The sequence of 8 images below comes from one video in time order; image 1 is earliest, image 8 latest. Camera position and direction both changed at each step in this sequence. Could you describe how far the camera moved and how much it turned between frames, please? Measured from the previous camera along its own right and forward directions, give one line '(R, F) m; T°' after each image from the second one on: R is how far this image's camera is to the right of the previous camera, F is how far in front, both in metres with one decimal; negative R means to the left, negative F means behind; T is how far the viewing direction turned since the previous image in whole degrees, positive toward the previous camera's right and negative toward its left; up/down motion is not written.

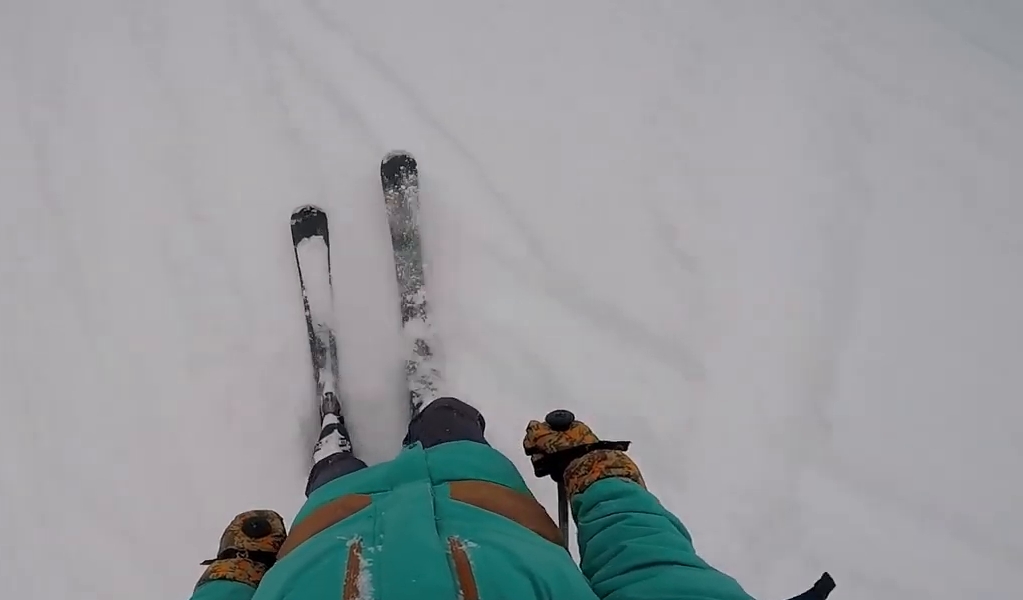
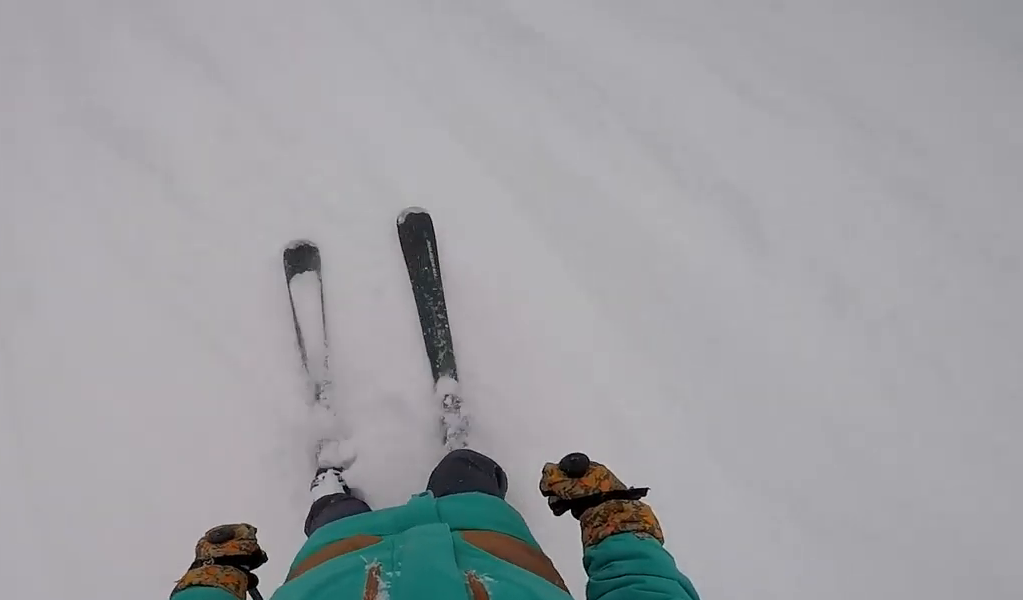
(0.0, +9.8) m; +10°
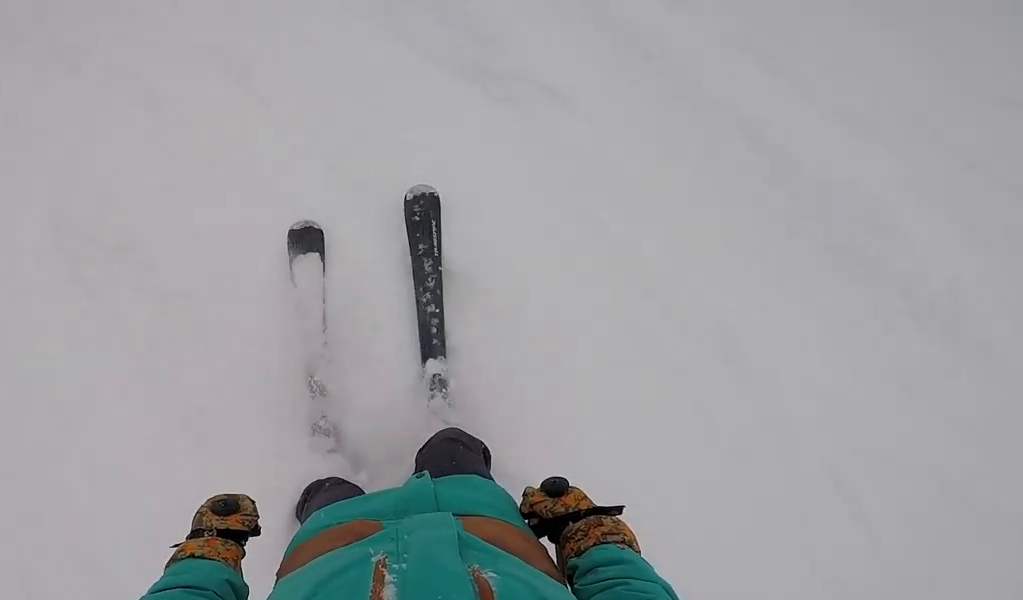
(+1.5, +5.9) m; +1°
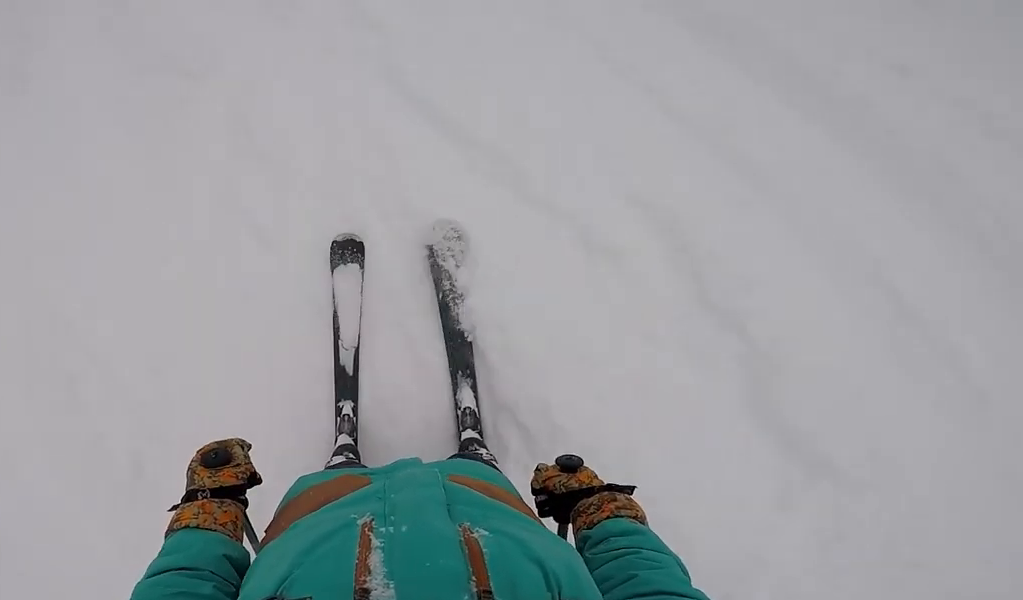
(-1.4, +5.1) m; -16°
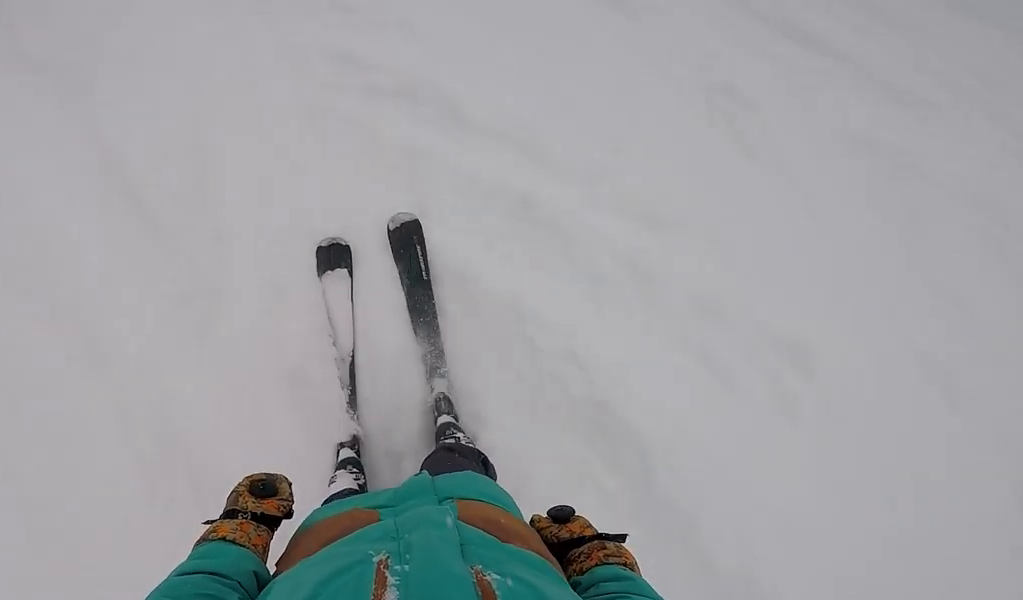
(-0.3, +4.8) m; +4°
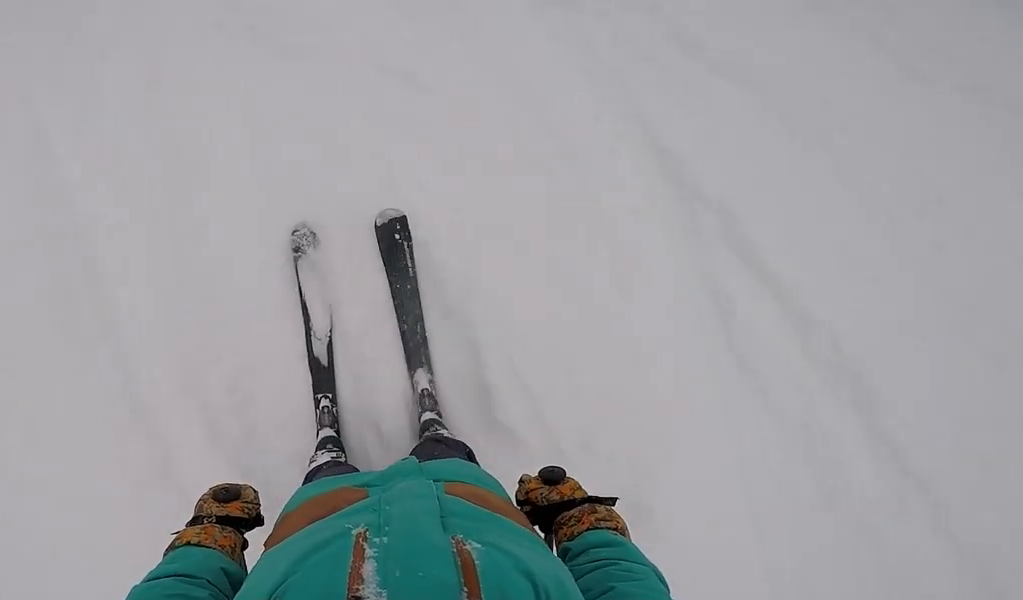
(+0.4, +4.7) m; +8°
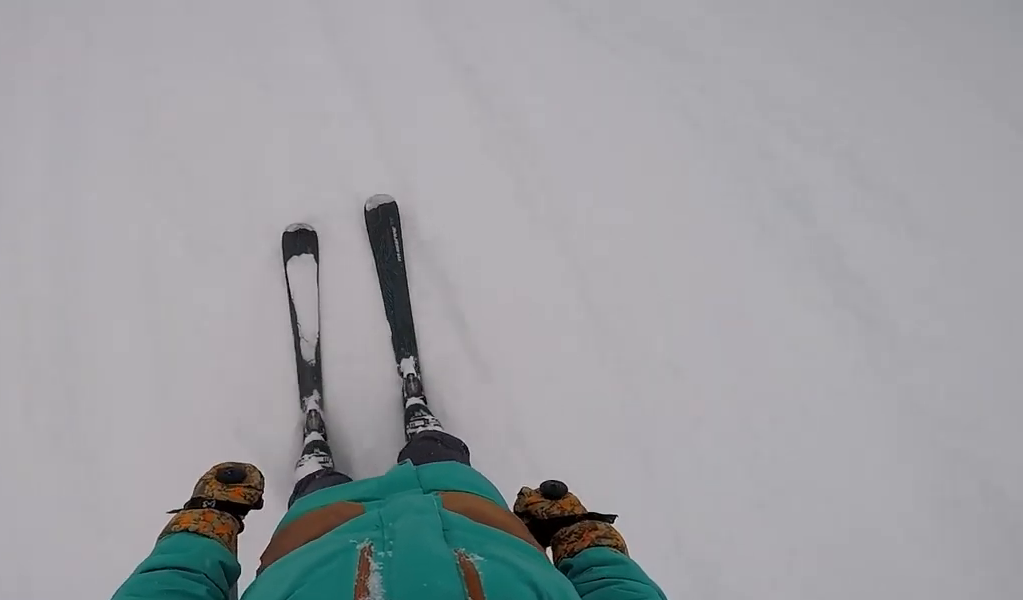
(+0.3, +4.4) m; +2°
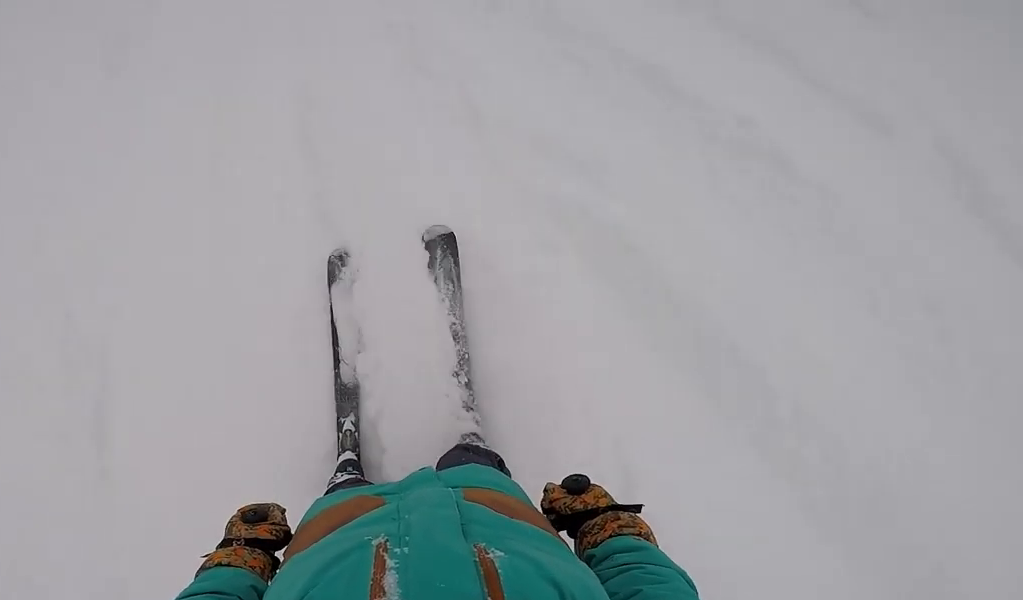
(-0.3, +6.1) m; -9°
